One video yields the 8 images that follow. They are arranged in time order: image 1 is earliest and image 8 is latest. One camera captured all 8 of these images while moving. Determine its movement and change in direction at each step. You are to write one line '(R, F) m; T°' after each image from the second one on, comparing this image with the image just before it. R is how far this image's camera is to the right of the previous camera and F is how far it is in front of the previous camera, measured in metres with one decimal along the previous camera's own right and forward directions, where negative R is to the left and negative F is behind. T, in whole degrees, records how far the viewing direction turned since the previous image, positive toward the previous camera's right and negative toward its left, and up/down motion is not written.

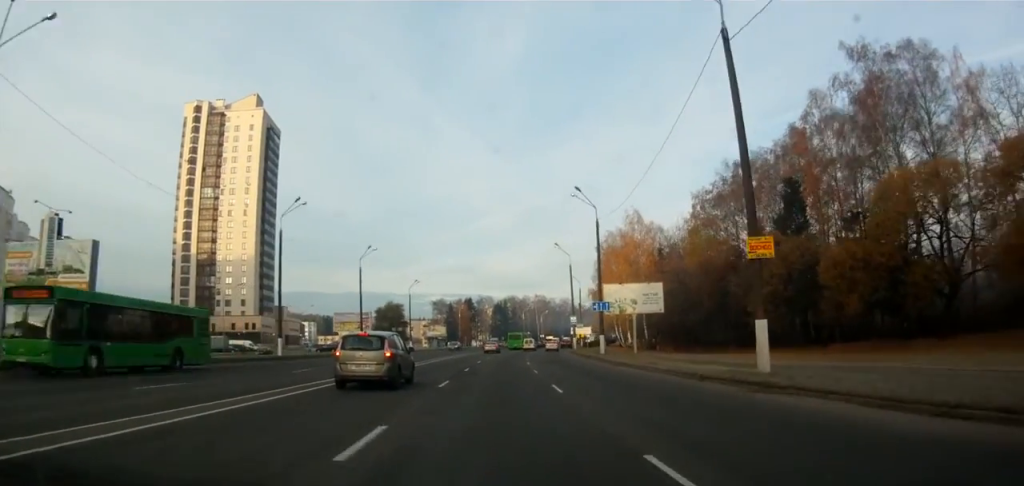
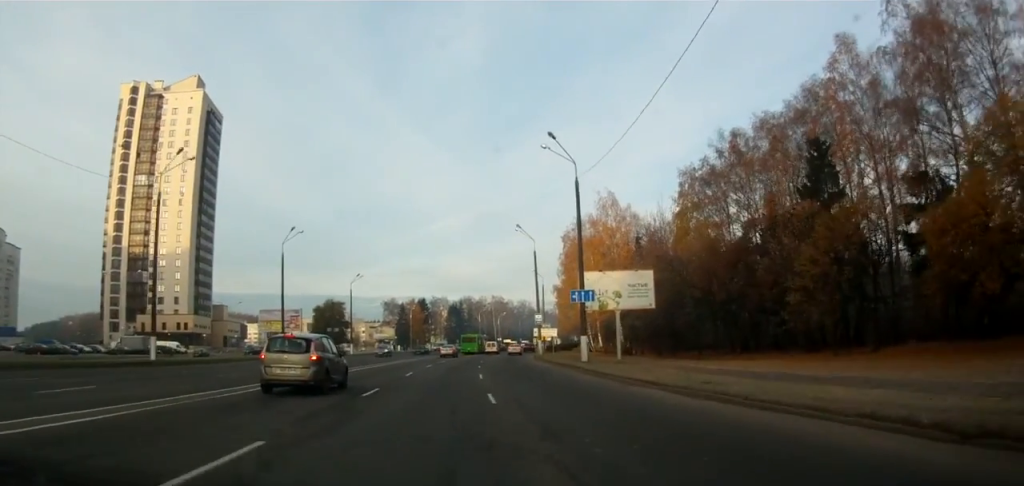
(+0.3, +14.2) m; +2°
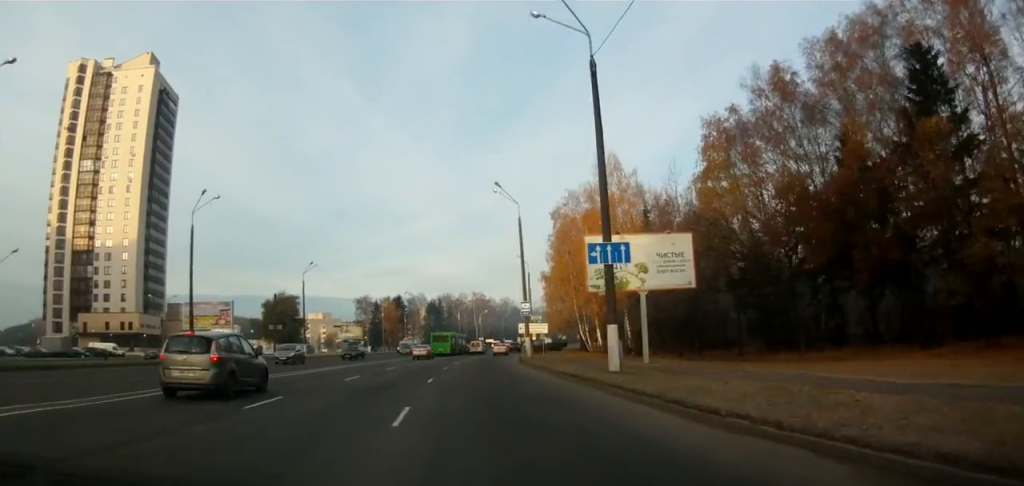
(+0.3, +16.2) m; +1°
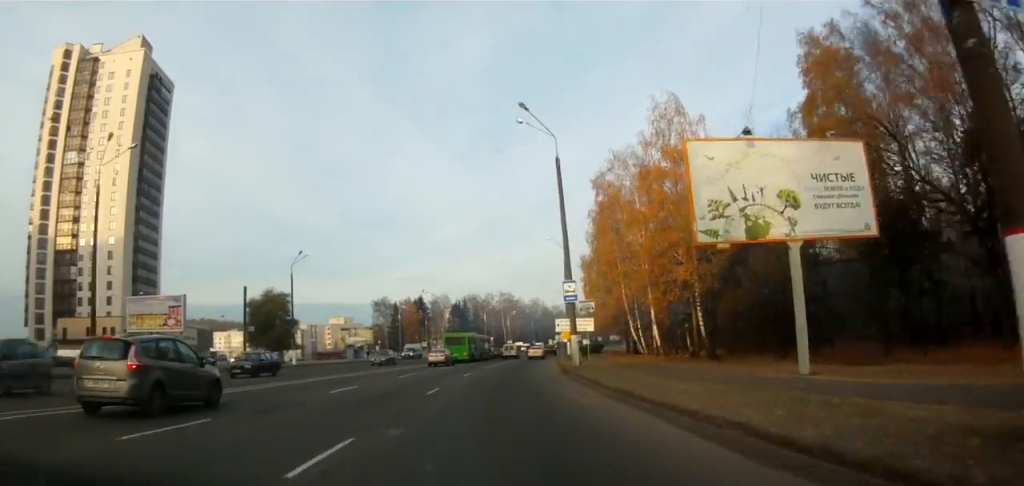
(+0.1, +16.7) m; +1°
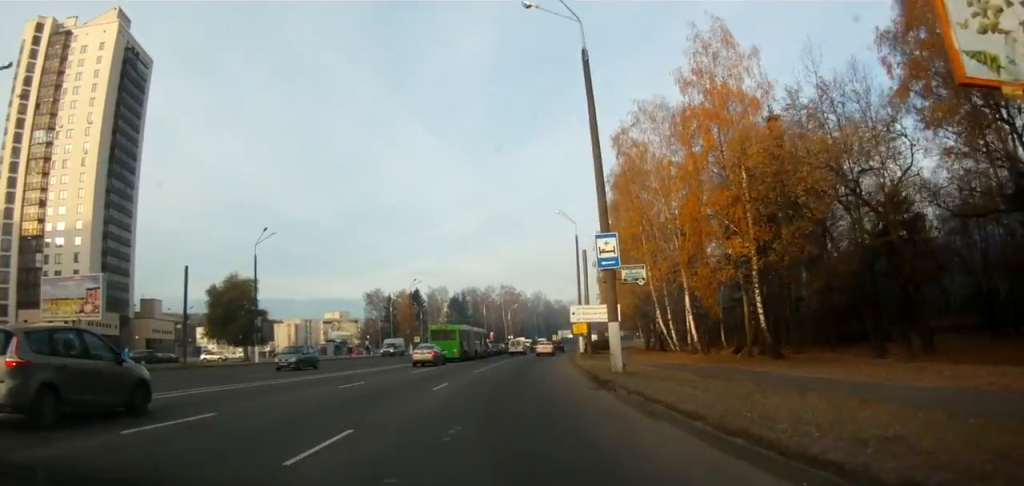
(+0.1, +12.4) m; -1°
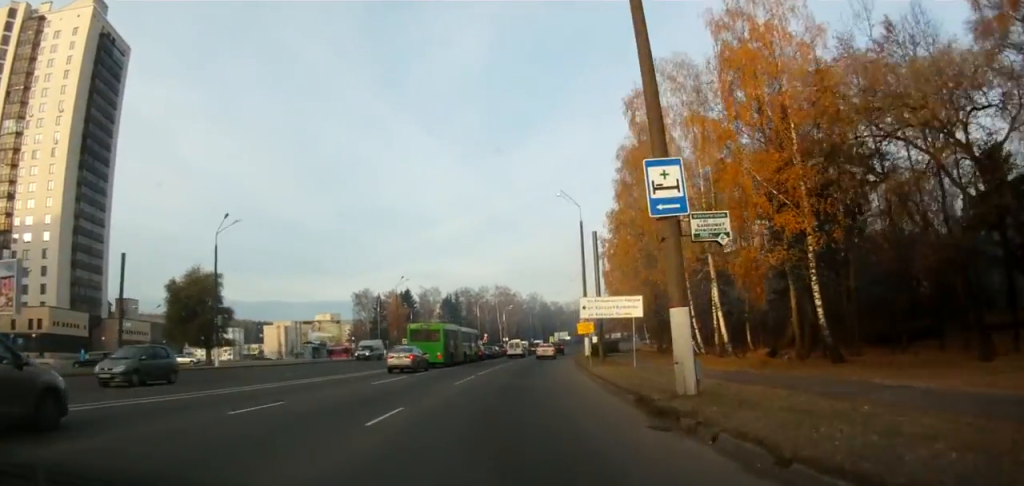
(-0.1, +8.7) m; 0°
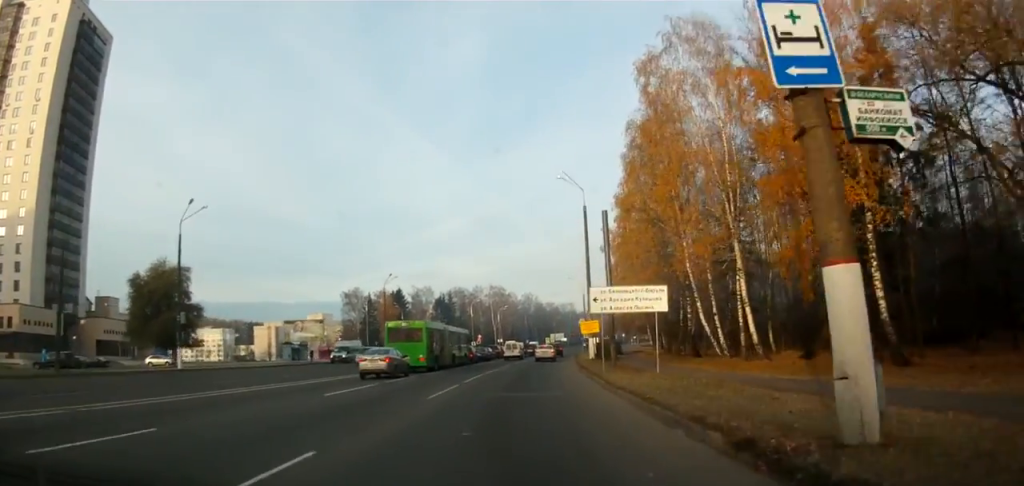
(-0.2, +6.0) m; 0°
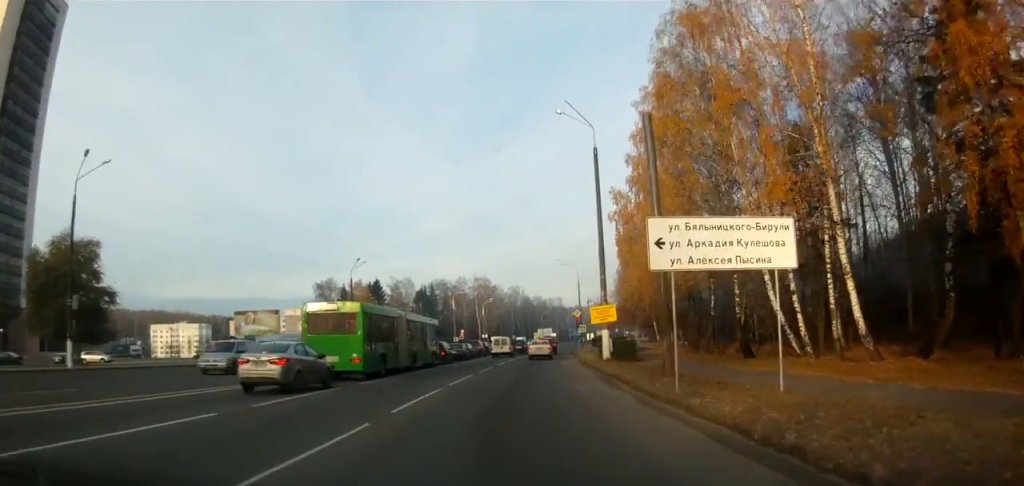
(+0.6, +13.2) m; +1°
